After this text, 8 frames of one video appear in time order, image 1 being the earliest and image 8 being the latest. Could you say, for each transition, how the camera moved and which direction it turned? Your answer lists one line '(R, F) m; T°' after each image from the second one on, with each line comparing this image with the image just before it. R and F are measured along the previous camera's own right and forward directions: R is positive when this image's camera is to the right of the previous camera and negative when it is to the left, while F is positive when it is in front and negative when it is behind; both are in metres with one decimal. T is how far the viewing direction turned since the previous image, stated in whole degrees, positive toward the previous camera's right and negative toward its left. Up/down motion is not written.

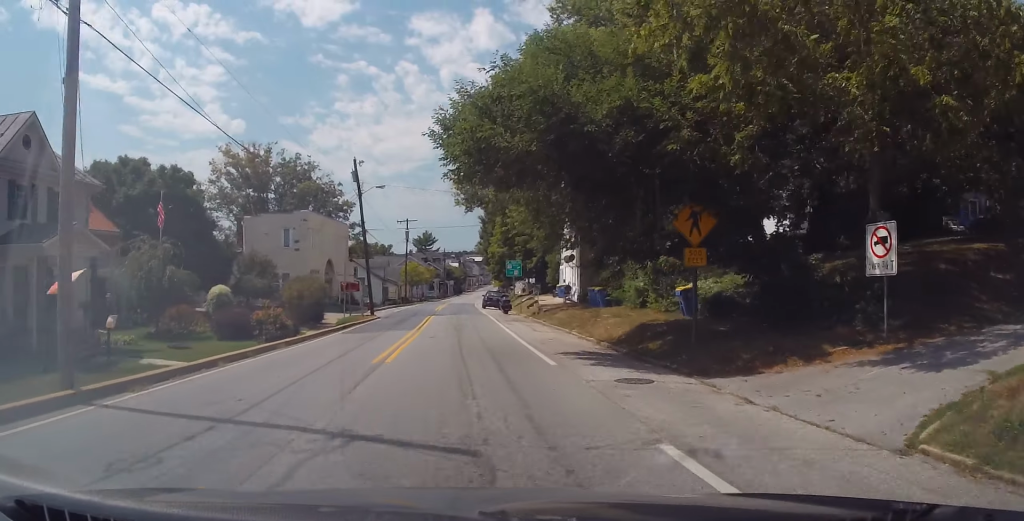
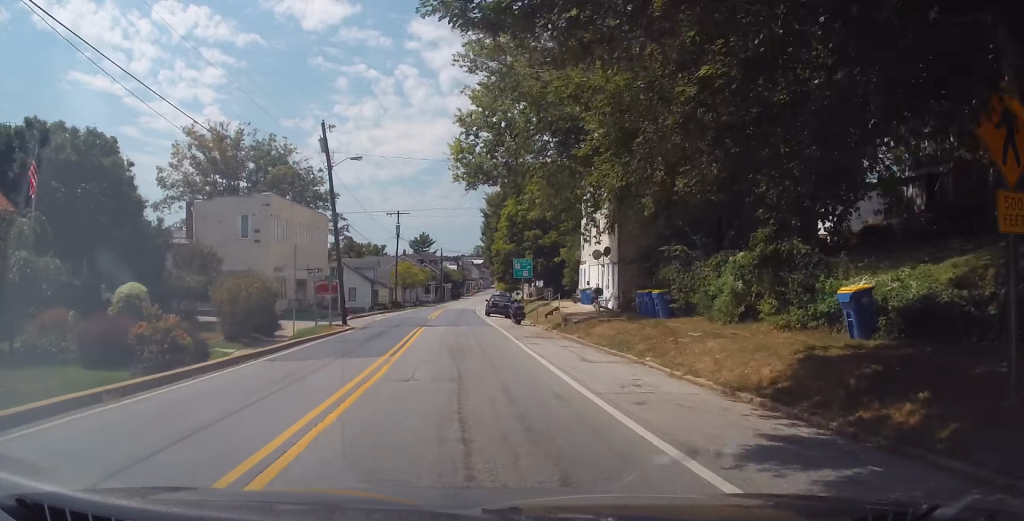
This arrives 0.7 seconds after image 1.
(-0.1, +10.1) m; 0°
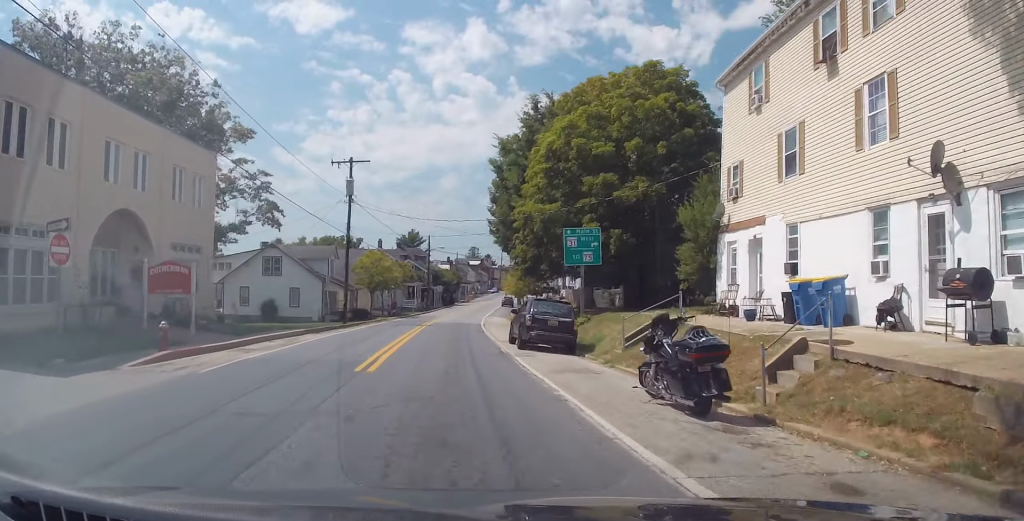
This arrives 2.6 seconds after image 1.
(+0.3, +27.1) m; 0°
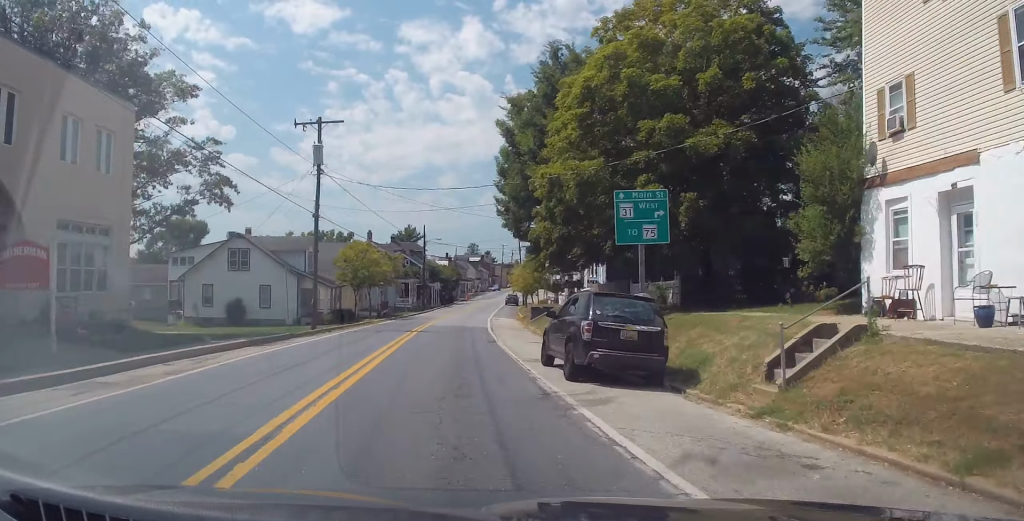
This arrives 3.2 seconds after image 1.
(0.0, +8.7) m; +2°
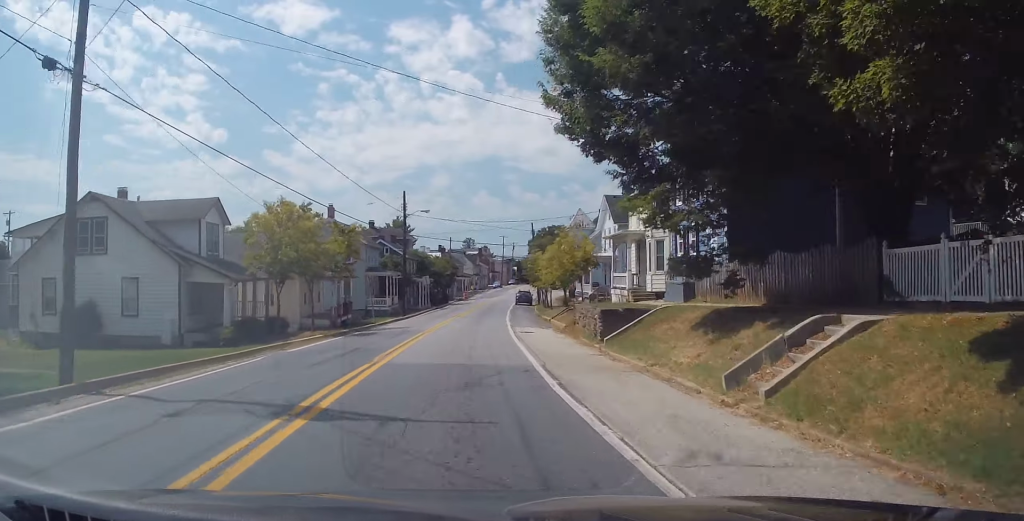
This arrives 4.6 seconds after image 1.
(+0.8, +20.3) m; +4°
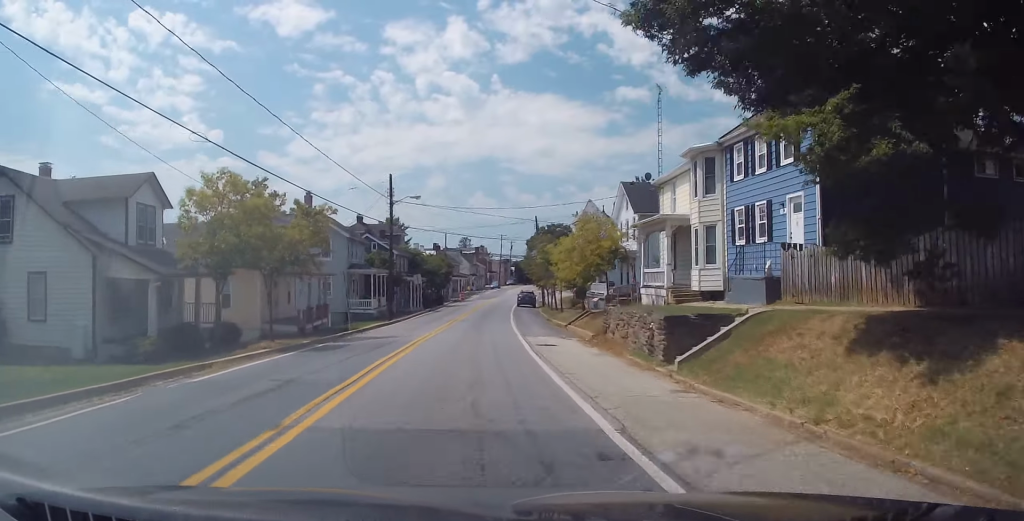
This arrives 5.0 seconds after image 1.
(0.0, +6.8) m; 0°
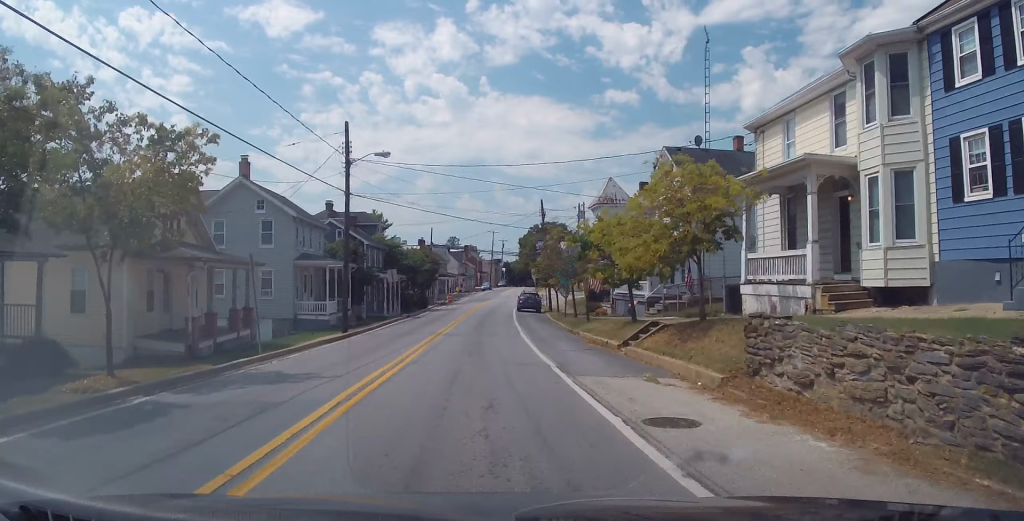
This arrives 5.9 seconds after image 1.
(0.0, +12.0) m; 0°
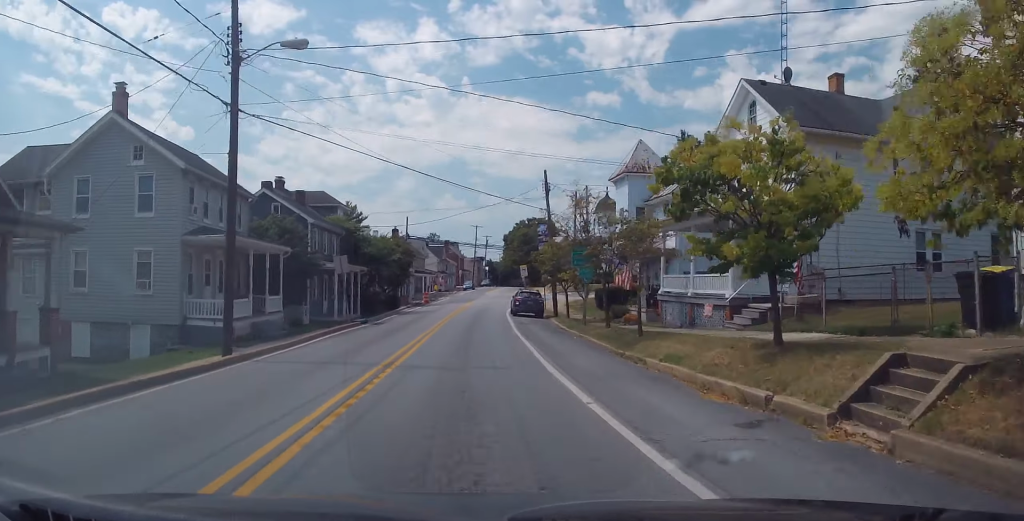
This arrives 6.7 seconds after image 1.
(0.0, +12.0) m; 0°
